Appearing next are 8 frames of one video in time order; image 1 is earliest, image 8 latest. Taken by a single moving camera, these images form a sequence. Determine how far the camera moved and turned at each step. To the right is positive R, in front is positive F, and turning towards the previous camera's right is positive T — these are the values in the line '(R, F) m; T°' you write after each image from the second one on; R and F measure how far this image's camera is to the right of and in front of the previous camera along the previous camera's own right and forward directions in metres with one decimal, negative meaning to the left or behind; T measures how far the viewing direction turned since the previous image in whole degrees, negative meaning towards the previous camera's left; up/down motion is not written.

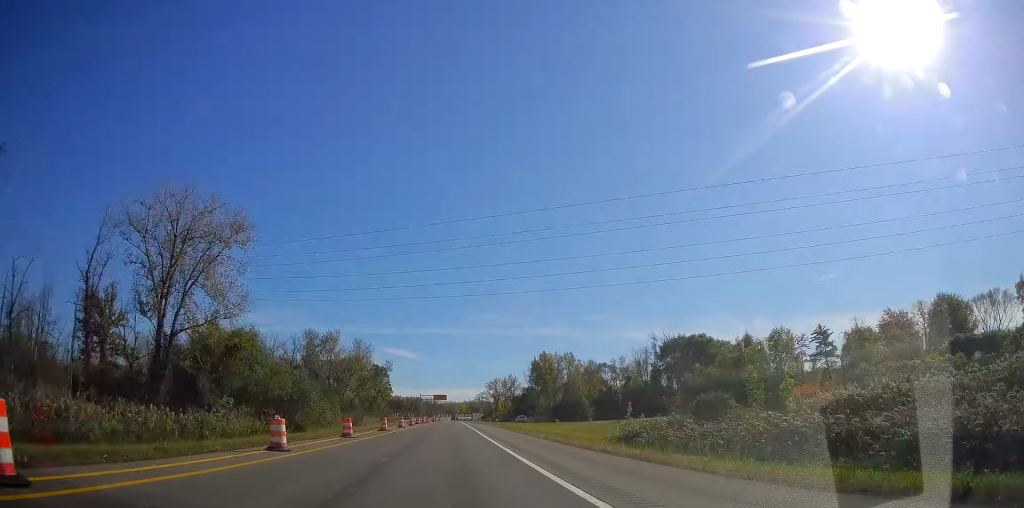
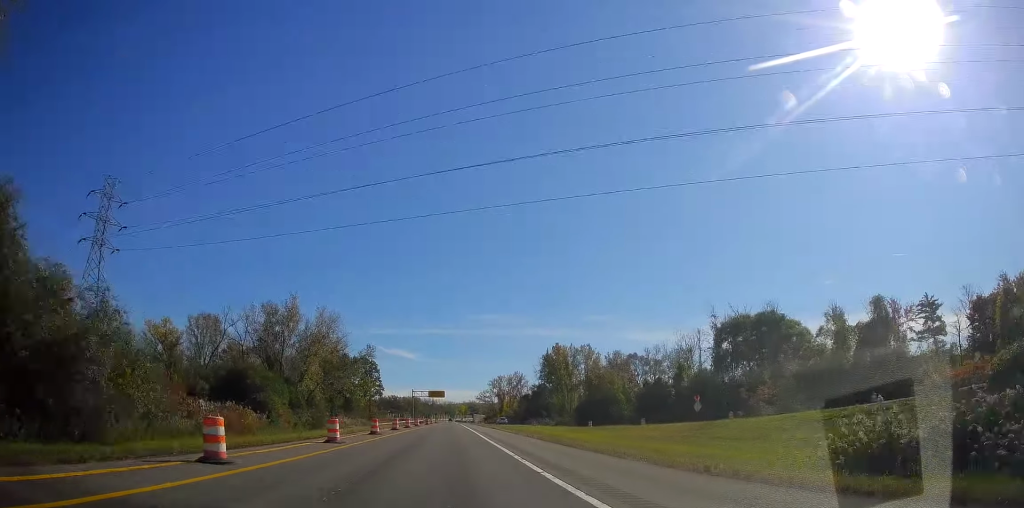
(+0.2, +30.9) m; 0°
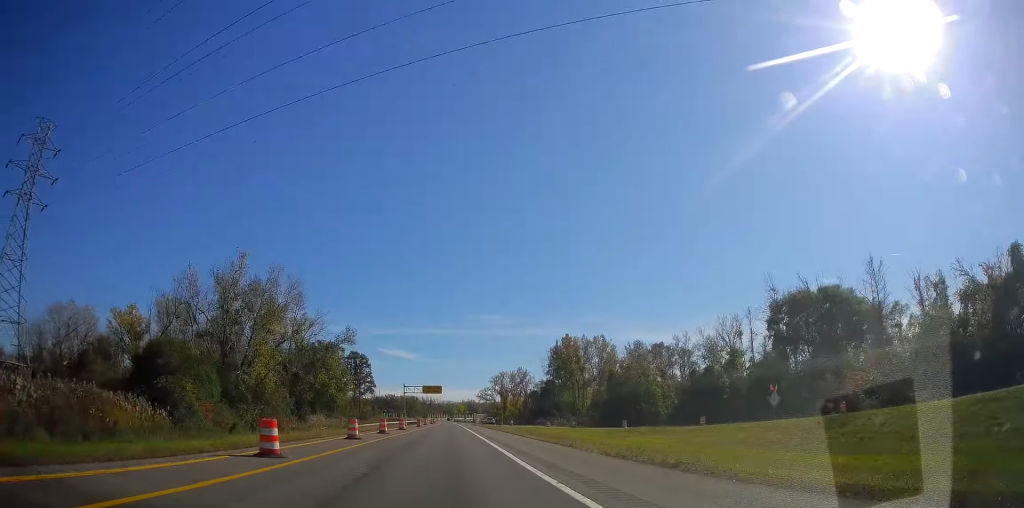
(-0.1, +20.3) m; -1°
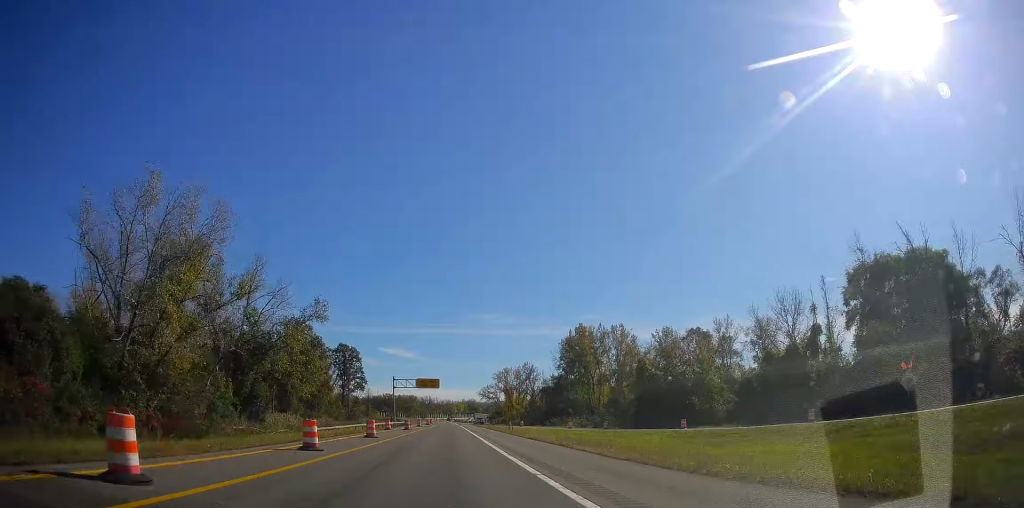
(-0.2, +20.3) m; 0°
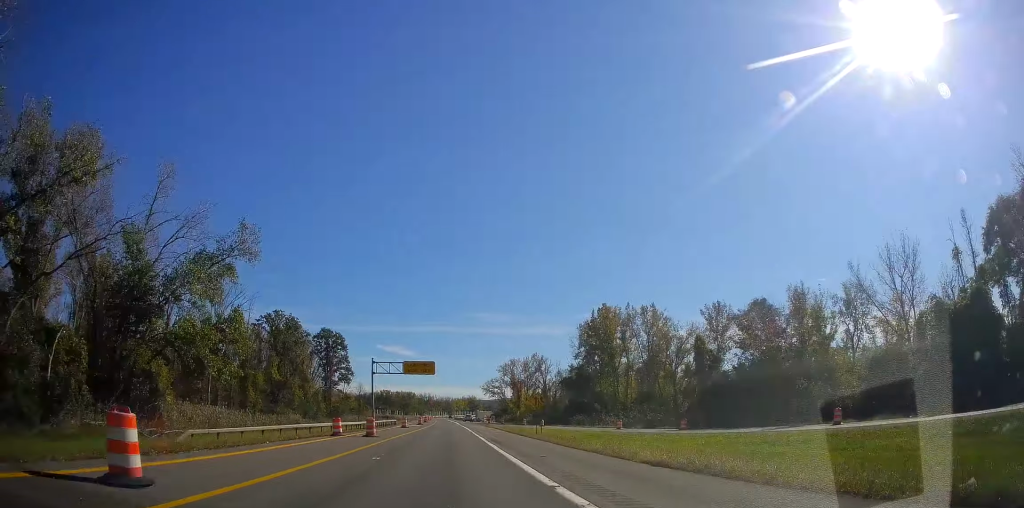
(-0.1, +25.2) m; +1°
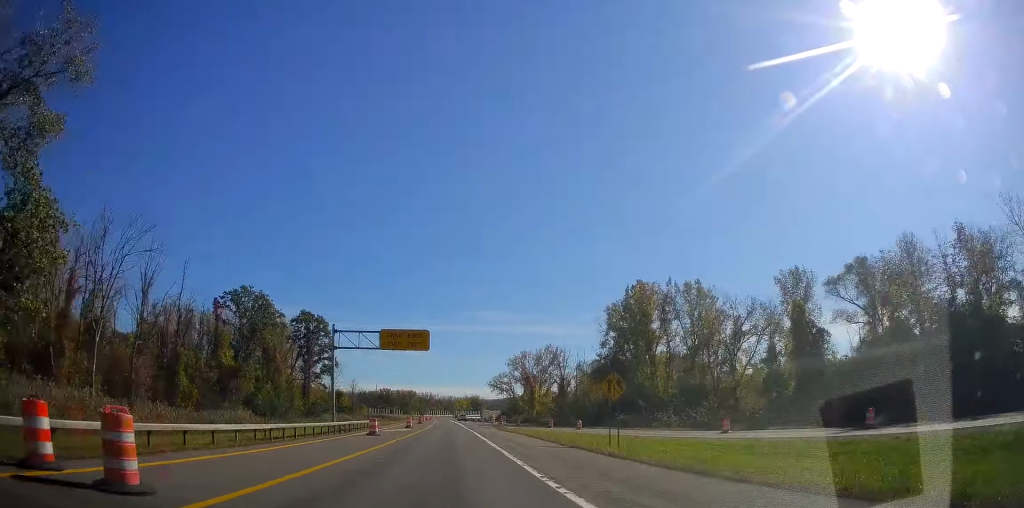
(+0.5, +24.3) m; +1°
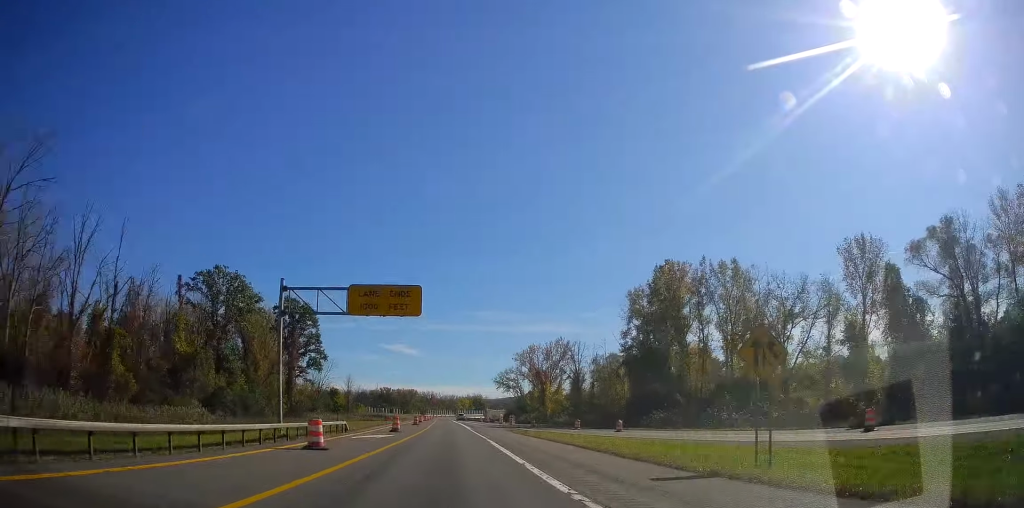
(0.0, +14.5) m; 0°
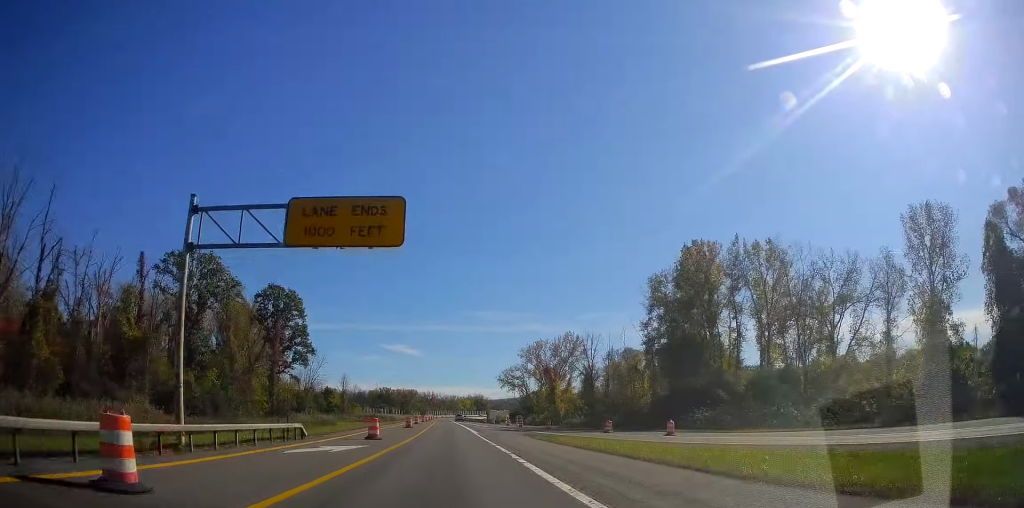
(+0.1, +11.6) m; 0°
